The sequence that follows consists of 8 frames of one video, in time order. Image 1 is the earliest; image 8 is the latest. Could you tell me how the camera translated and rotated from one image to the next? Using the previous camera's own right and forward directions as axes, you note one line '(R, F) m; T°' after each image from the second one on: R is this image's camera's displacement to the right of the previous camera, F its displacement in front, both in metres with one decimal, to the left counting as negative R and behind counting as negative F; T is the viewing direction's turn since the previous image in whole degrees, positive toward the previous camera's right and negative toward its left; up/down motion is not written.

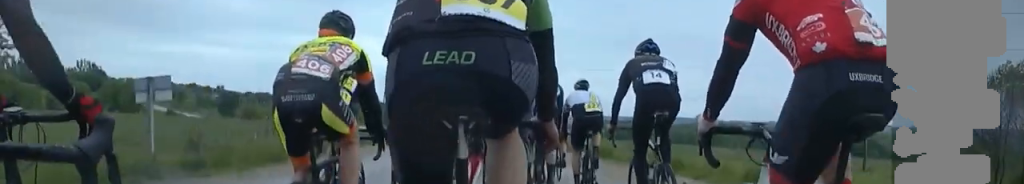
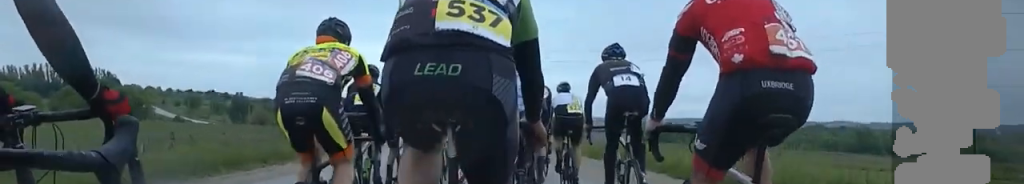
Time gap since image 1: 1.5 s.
(-0.1, +16.1) m; 0°
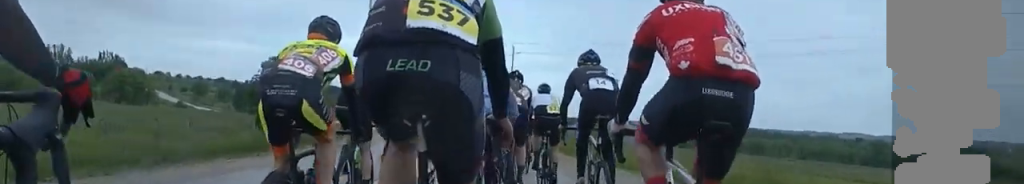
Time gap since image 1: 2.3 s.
(0.0, +8.8) m; 0°
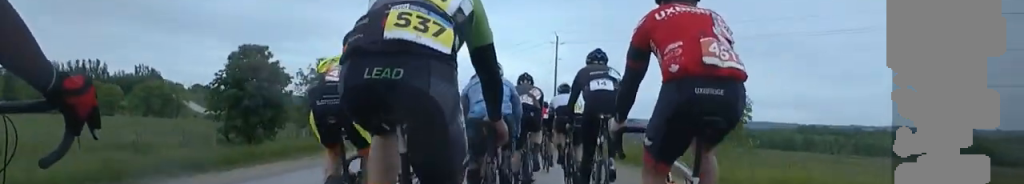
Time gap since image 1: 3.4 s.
(0.0, +12.5) m; 0°
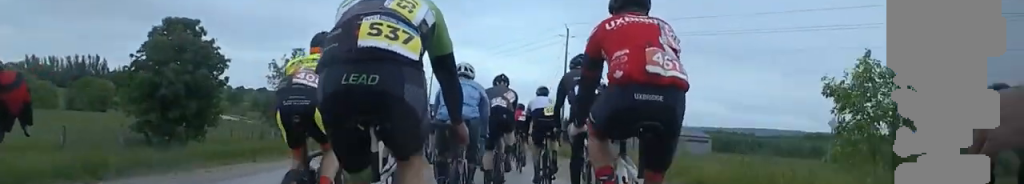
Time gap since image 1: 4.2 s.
(0.0, +8.8) m; +2°
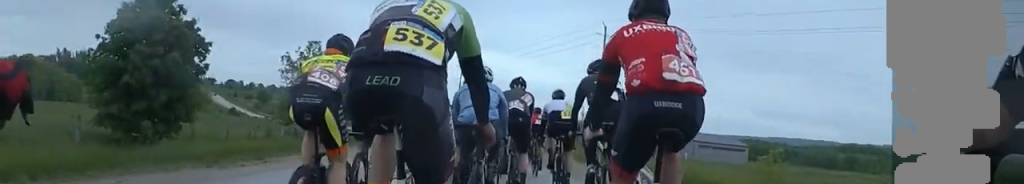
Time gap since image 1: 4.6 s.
(-0.2, +4.7) m; +2°
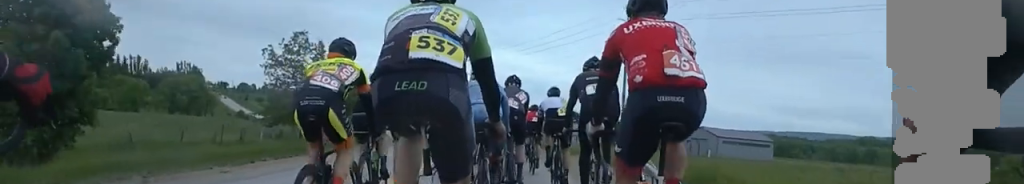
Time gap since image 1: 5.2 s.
(+0.3, +6.5) m; +1°
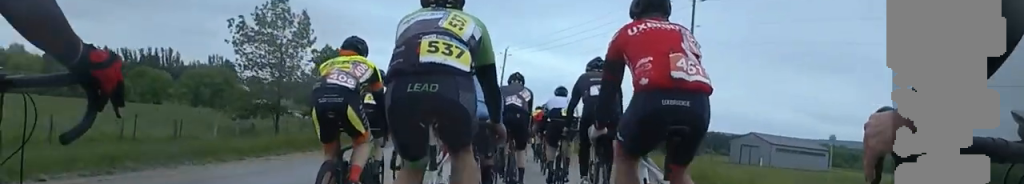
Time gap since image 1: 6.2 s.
(+0.3, +10.8) m; -2°
